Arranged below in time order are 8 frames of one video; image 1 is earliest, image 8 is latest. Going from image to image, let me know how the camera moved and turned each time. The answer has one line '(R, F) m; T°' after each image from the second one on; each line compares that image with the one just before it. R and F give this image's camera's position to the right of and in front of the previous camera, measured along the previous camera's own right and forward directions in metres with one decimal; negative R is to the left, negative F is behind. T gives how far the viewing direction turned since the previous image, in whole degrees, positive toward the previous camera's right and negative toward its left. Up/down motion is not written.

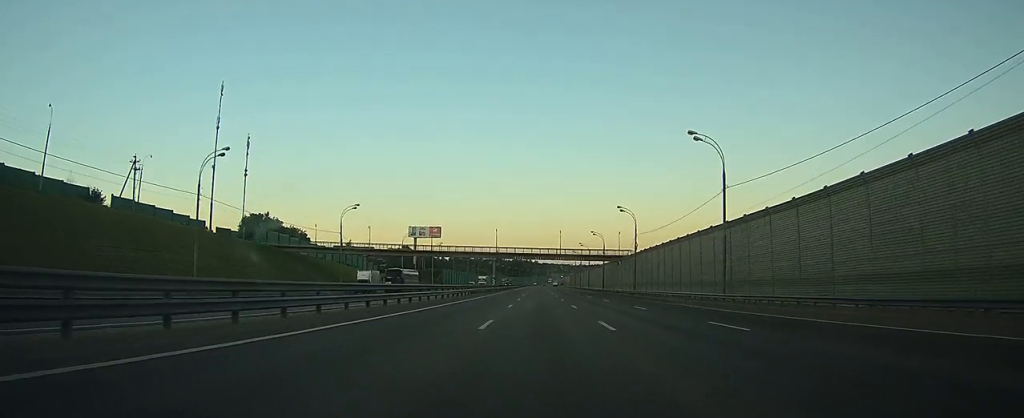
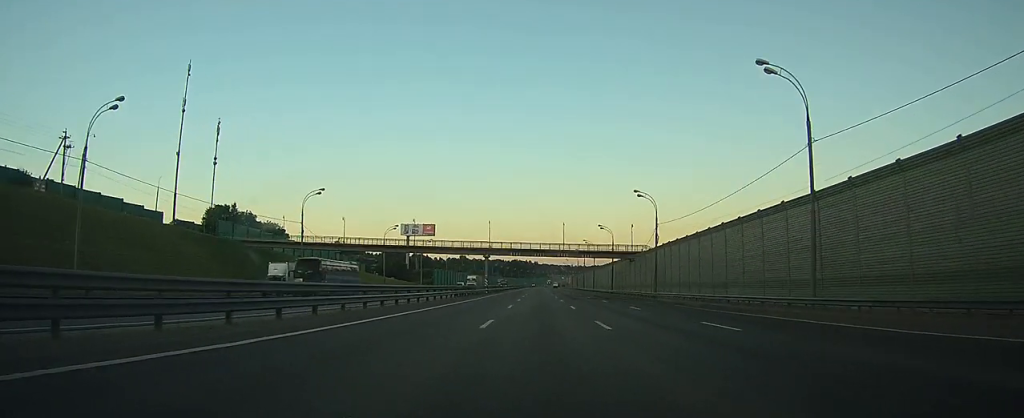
(0.0, +15.3) m; 0°
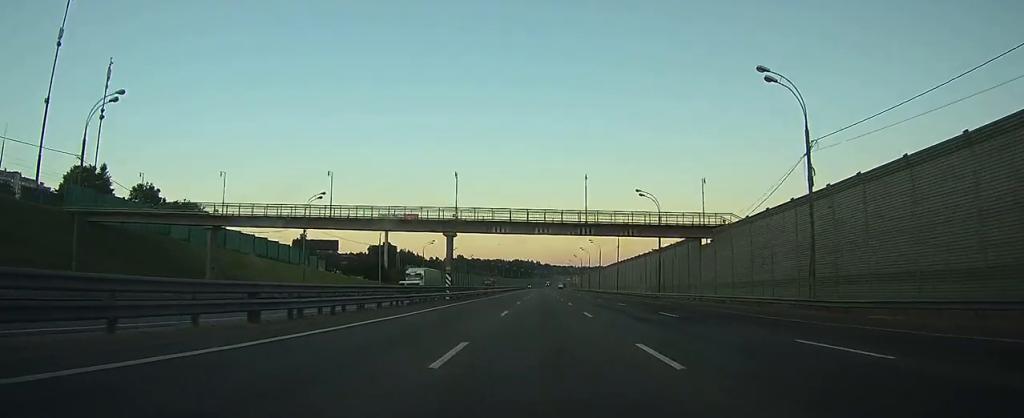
(0.0, +40.5) m; 0°
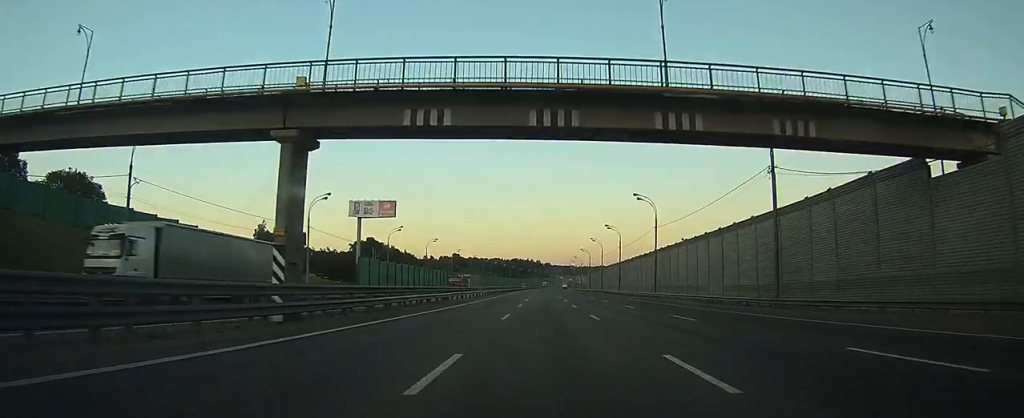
(+0.1, +34.4) m; 0°
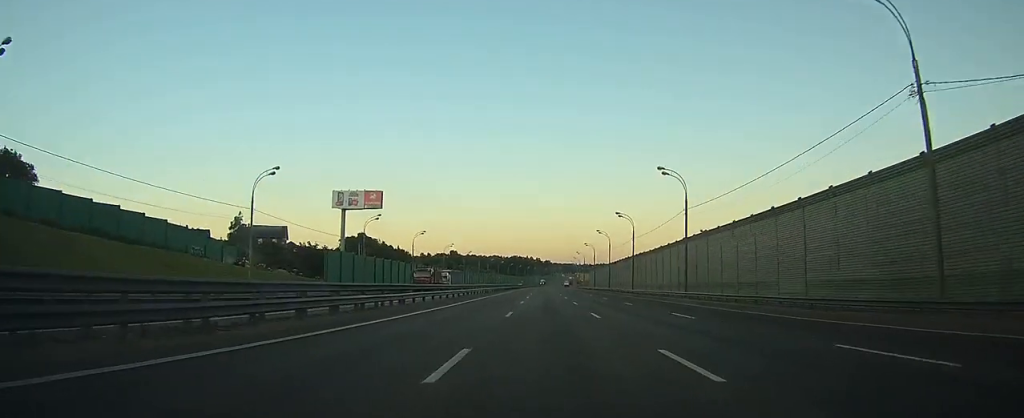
(0.0, +15.4) m; 0°
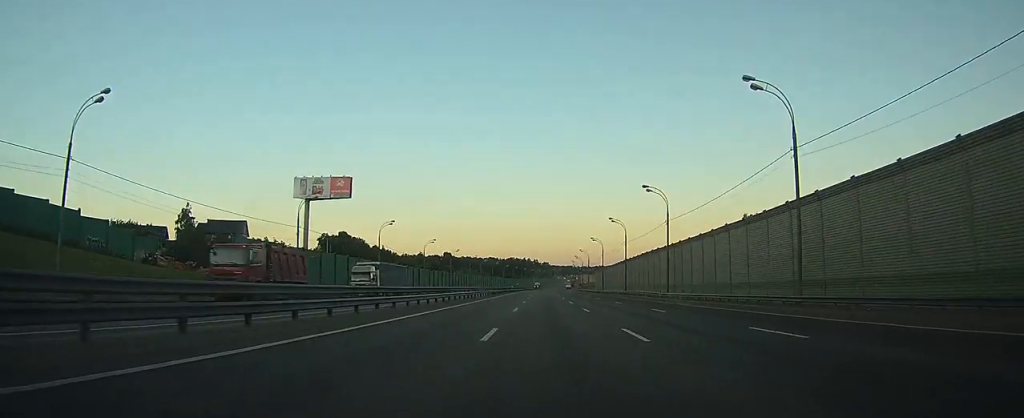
(-0.1, +26.3) m; 0°
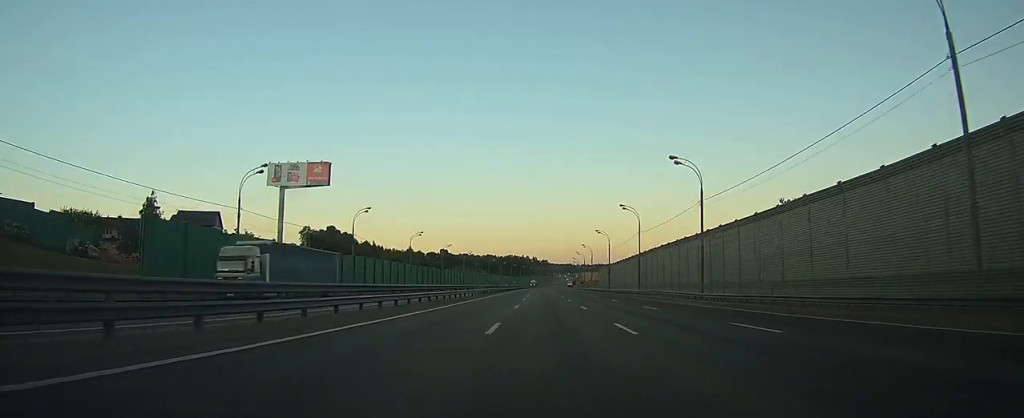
(-0.1, +14.5) m; 0°
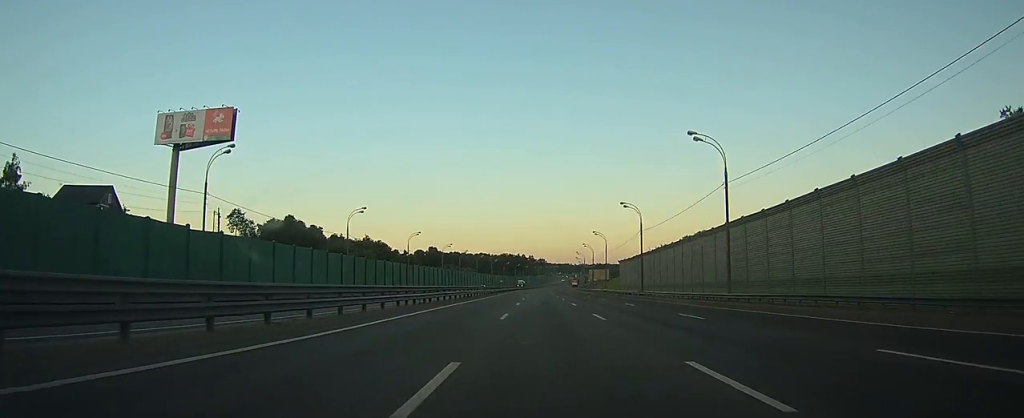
(+0.1, +41.7) m; 0°
